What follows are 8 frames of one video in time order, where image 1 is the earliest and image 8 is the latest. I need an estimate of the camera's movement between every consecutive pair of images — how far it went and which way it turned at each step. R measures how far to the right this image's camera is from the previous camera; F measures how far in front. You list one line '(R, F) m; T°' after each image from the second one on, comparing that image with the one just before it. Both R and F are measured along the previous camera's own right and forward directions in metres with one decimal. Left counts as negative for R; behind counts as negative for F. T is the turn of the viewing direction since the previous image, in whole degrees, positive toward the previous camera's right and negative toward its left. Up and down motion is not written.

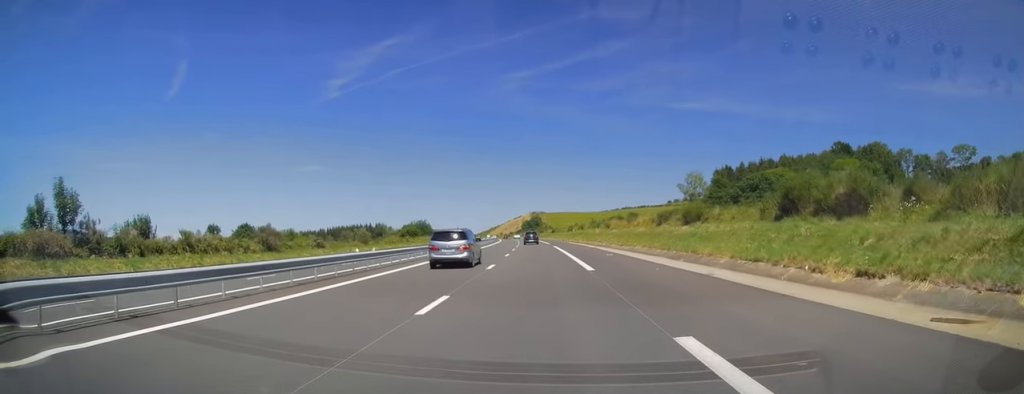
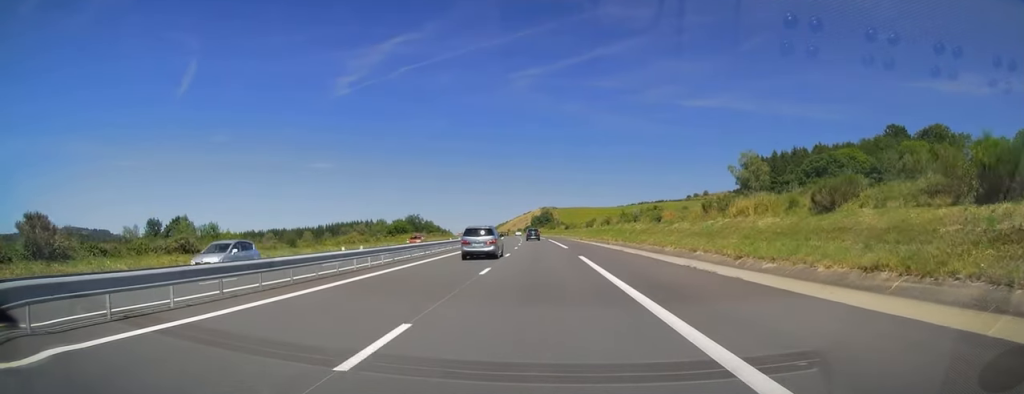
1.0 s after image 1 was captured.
(-0.4, +30.5) m; -1°
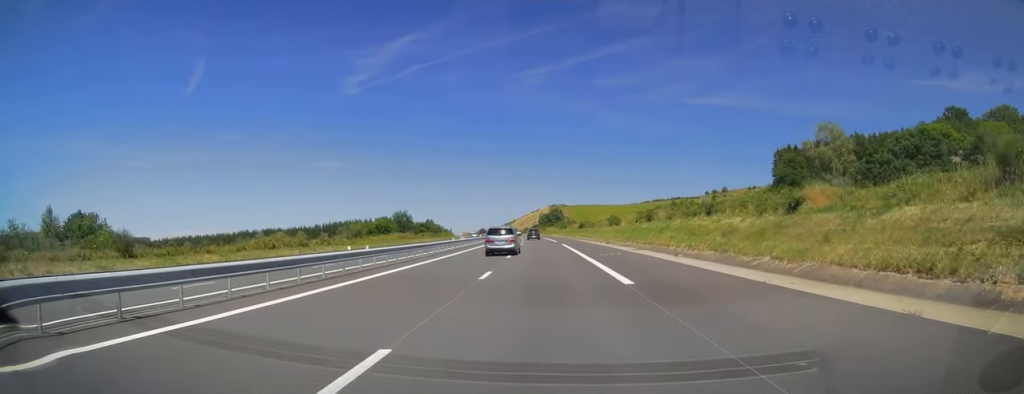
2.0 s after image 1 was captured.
(-0.1, +28.1) m; -1°
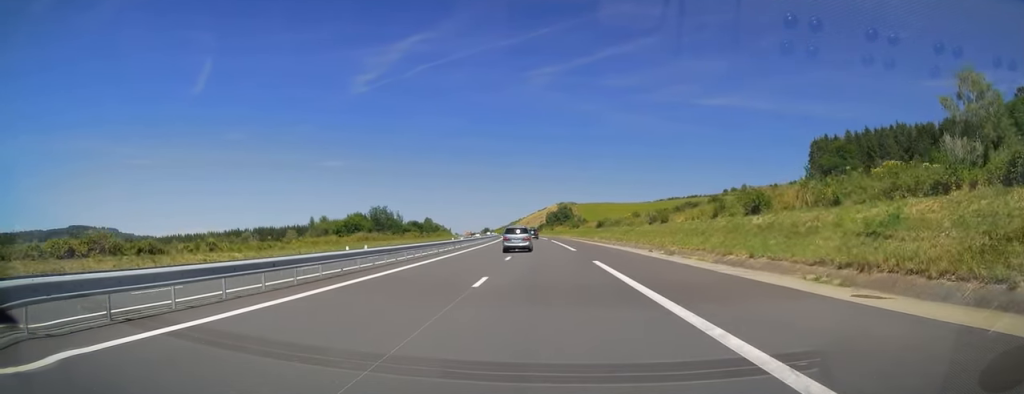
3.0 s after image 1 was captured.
(-0.4, +28.6) m; -1°
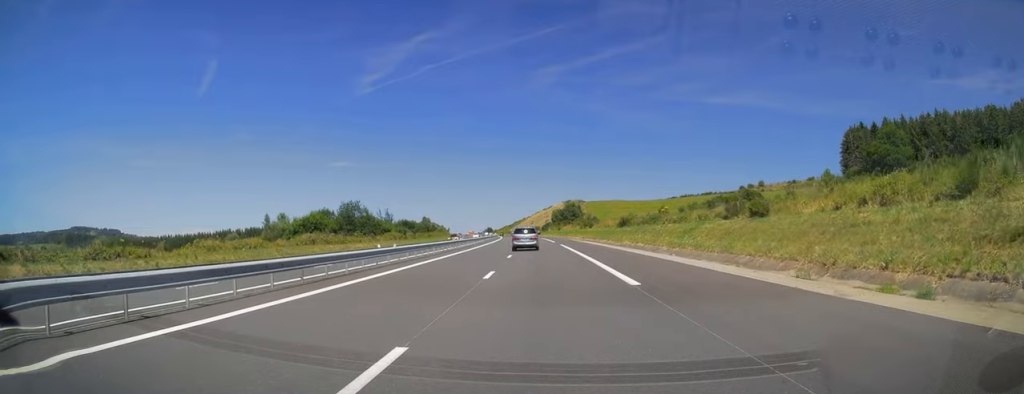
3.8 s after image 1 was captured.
(0.0, +23.7) m; -1°
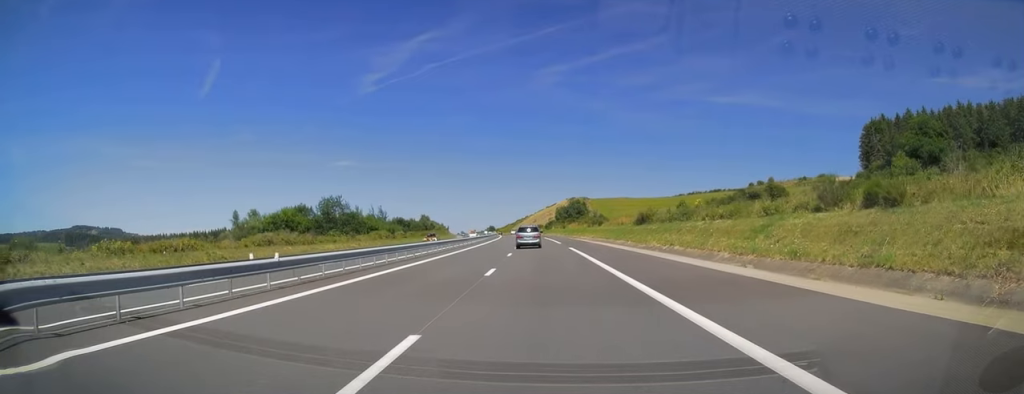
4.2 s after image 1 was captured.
(-0.1, +12.3) m; 0°
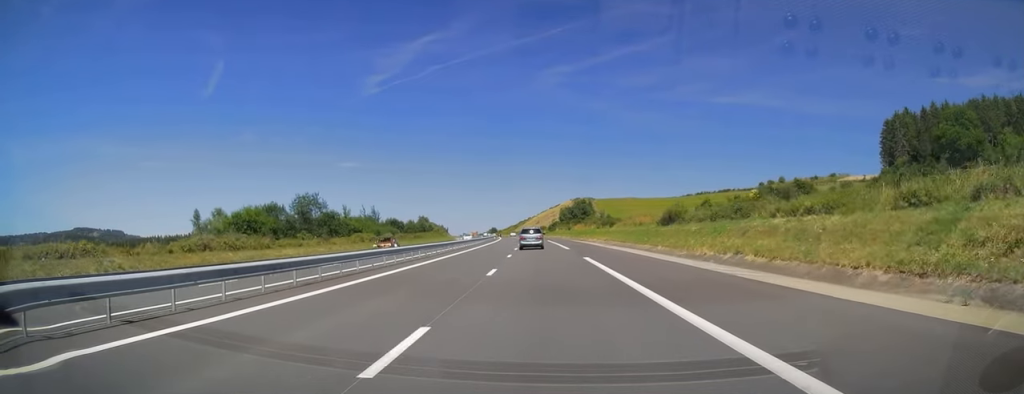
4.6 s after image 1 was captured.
(-0.1, +12.3) m; 0°
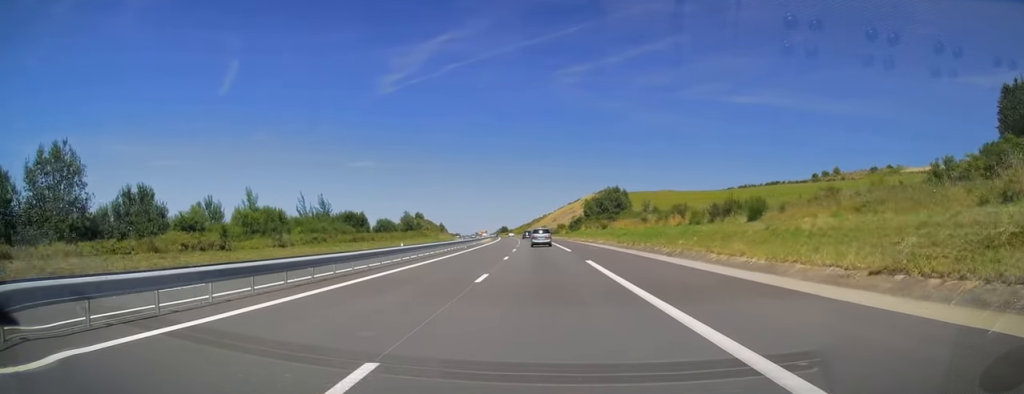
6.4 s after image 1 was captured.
(-0.3, +54.7) m; -1°
